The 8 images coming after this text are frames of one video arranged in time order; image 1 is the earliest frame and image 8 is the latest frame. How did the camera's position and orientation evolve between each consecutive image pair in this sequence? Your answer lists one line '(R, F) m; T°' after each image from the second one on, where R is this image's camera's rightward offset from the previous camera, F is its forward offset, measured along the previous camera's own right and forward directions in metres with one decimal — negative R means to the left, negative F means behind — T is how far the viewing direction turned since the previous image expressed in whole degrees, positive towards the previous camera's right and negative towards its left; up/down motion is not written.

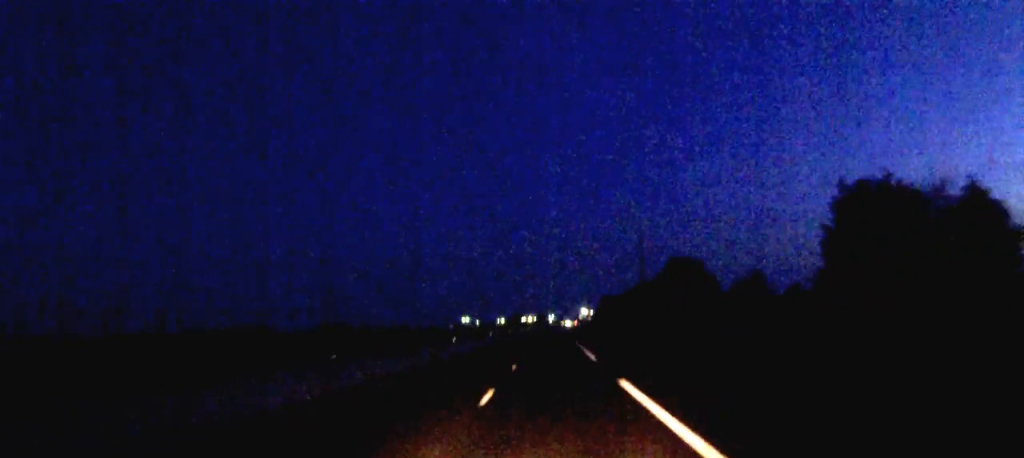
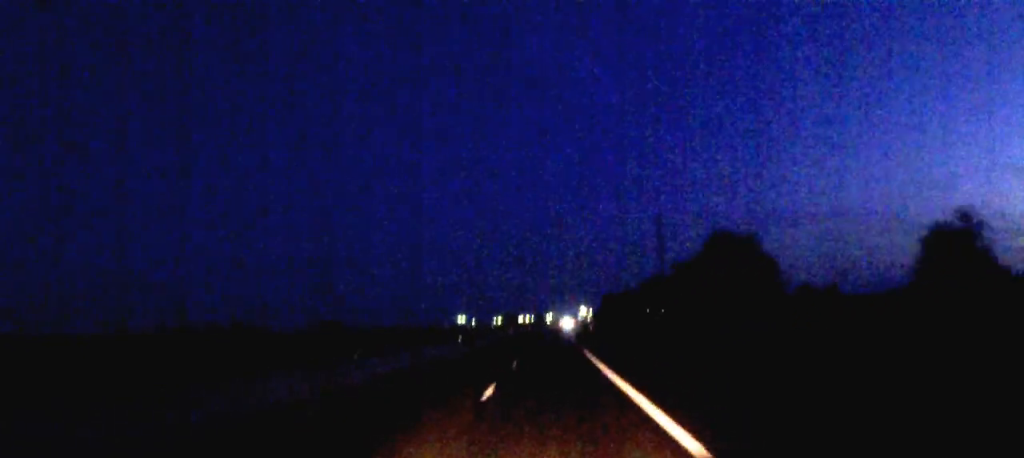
(+0.1, +24.4) m; 0°
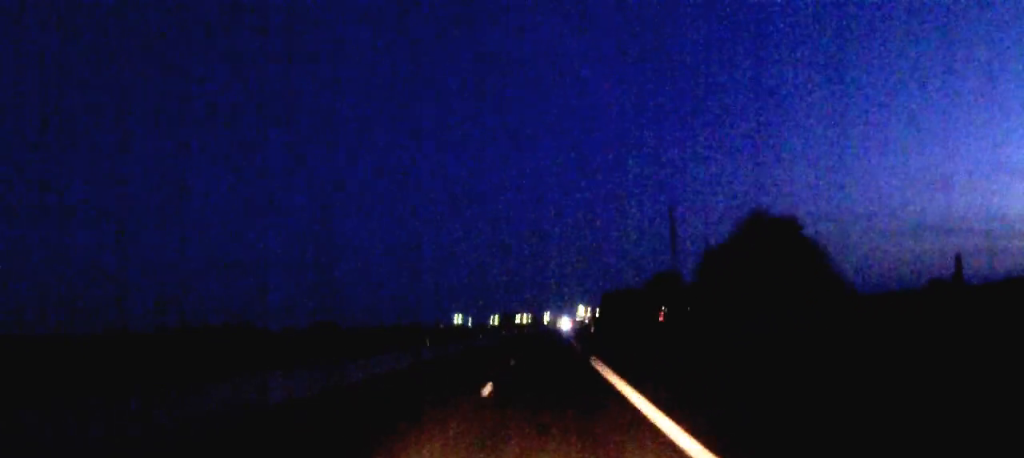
(0.0, +12.7) m; 0°
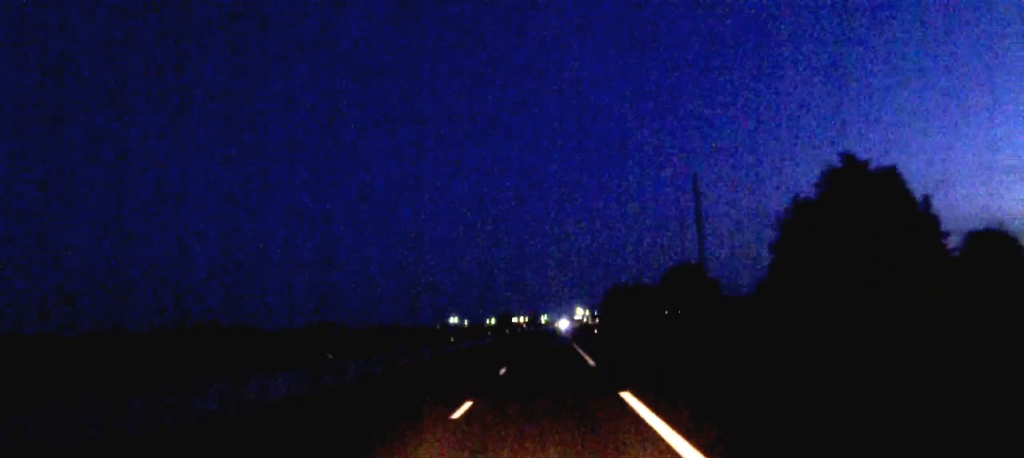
(0.0, +17.6) m; 0°
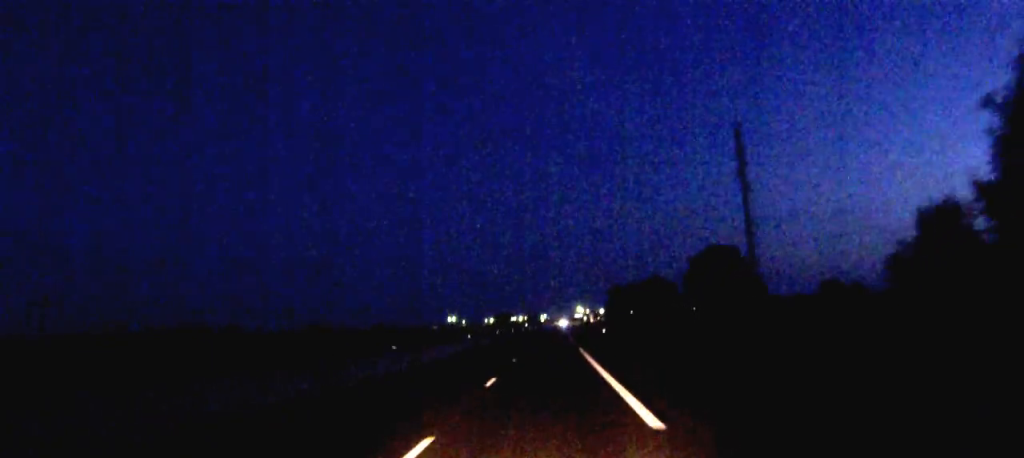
(0.0, +18.5) m; 0°
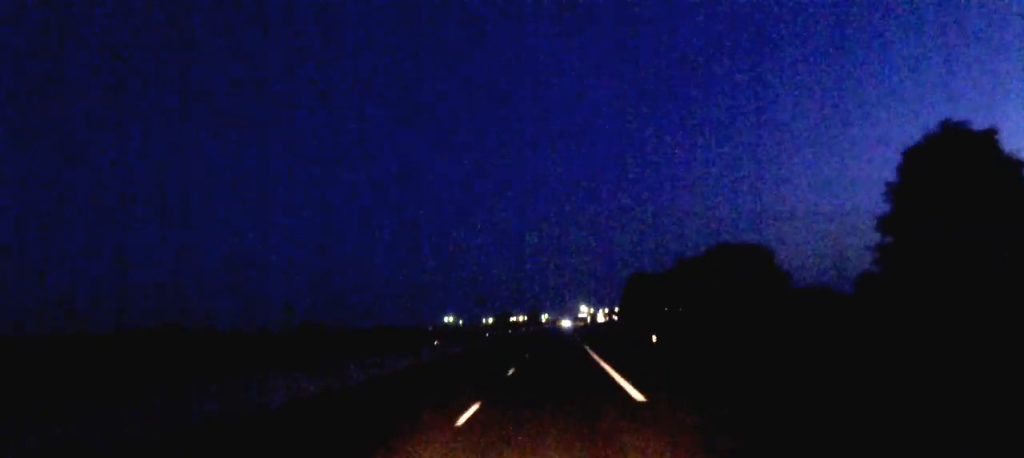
(-0.1, +46.8) m; 0°
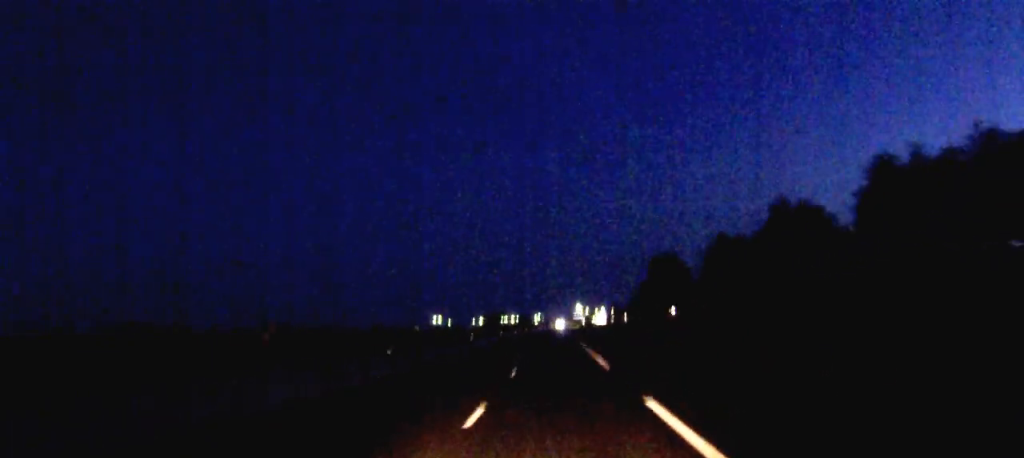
(+0.2, +39.1) m; +1°
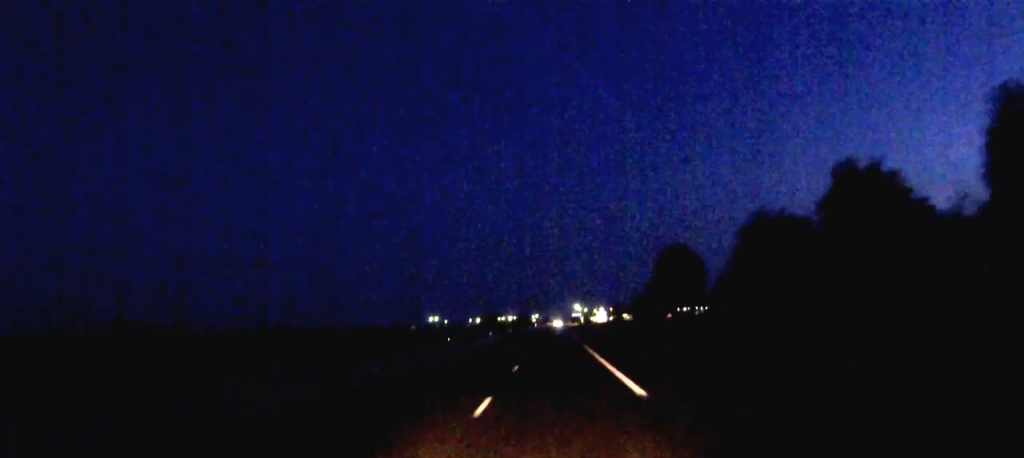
(0.0, +11.7) m; 0°
